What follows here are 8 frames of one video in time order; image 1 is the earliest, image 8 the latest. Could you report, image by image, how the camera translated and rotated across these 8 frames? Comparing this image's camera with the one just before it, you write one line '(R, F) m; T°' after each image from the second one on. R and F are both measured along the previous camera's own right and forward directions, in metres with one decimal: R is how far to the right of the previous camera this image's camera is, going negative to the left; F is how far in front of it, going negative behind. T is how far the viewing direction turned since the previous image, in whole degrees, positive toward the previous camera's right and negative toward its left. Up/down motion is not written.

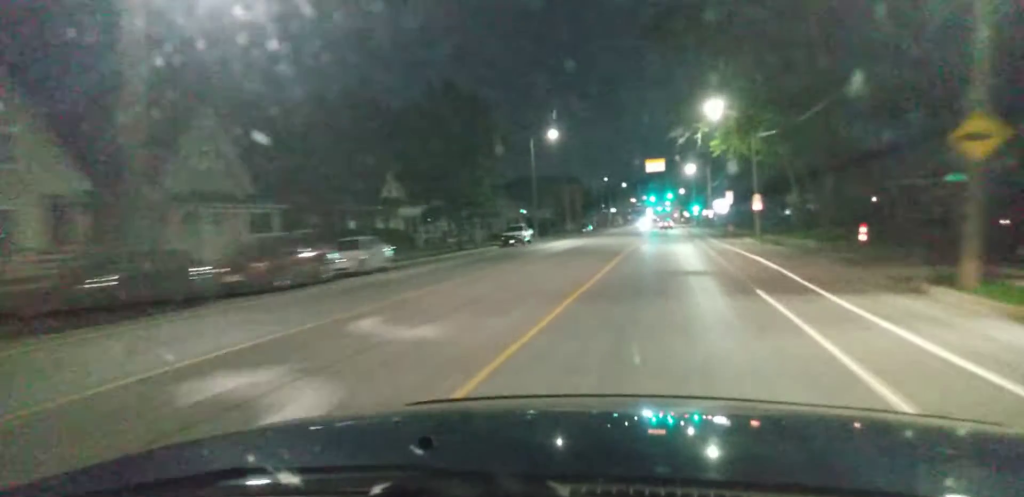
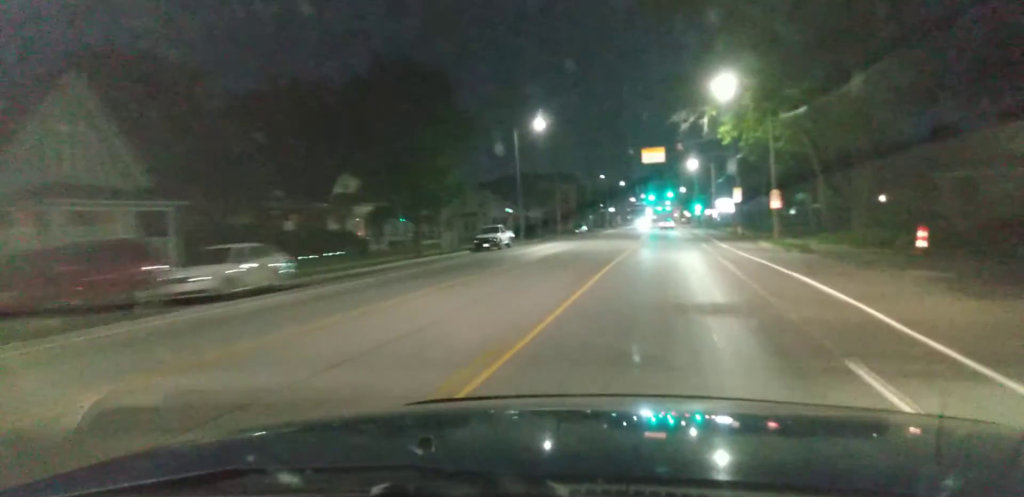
(0.0, +8.5) m; 0°
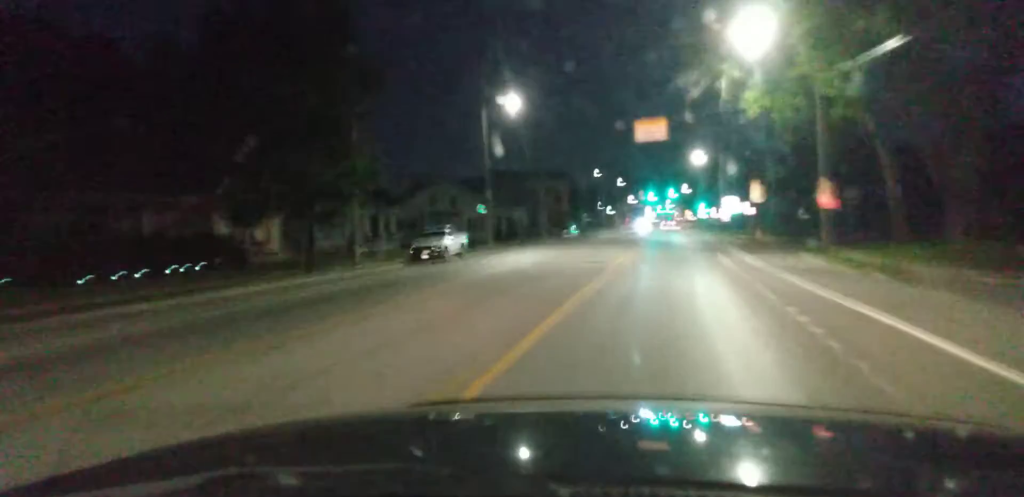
(-0.1, +13.7) m; 0°
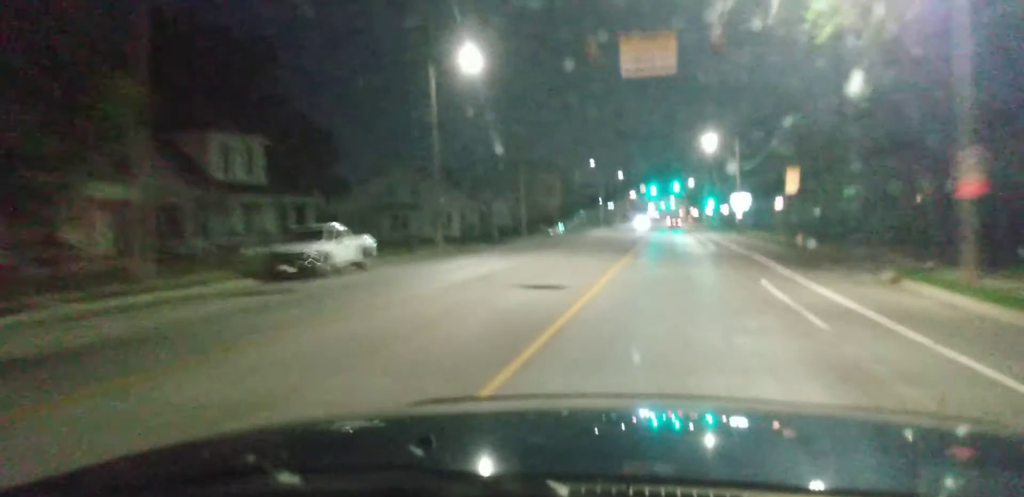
(0.0, +13.5) m; 0°
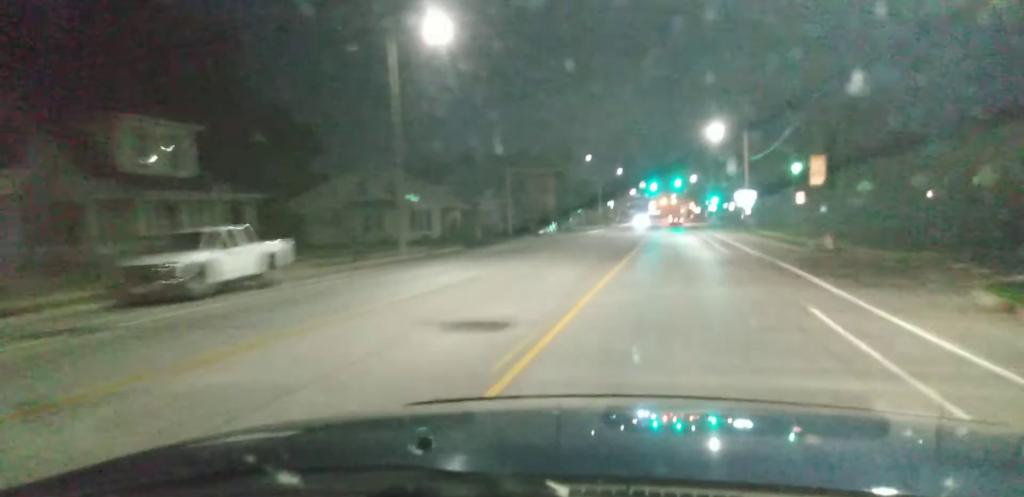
(0.0, +6.7) m; 0°
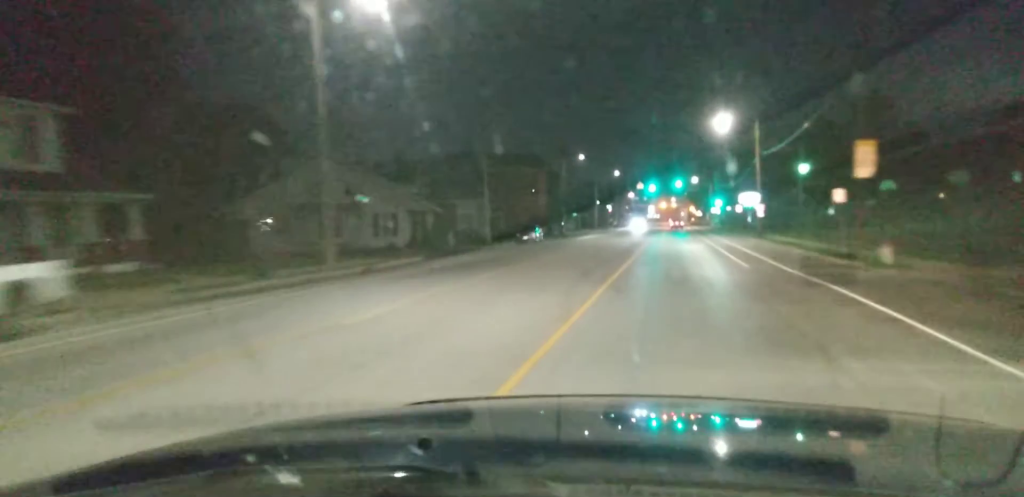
(0.0, +9.6) m; 0°
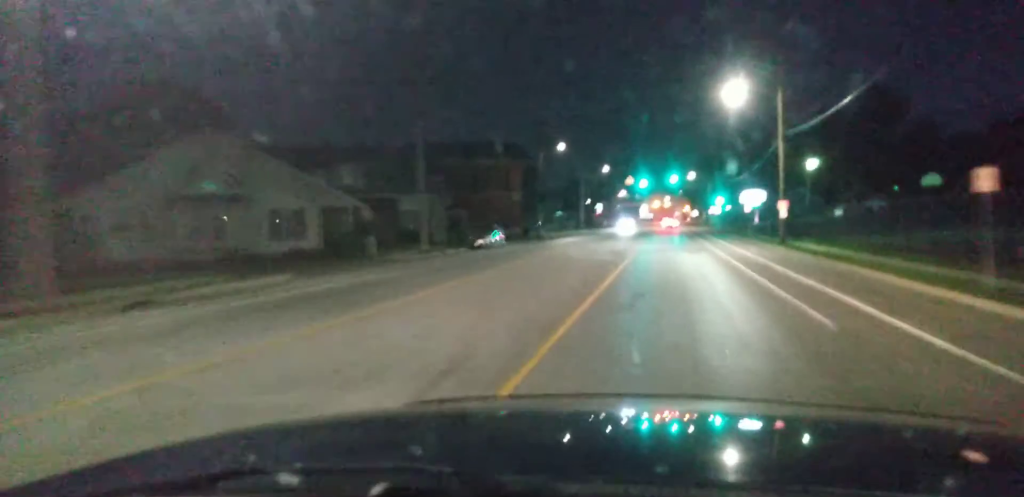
(0.0, +13.3) m; +1°
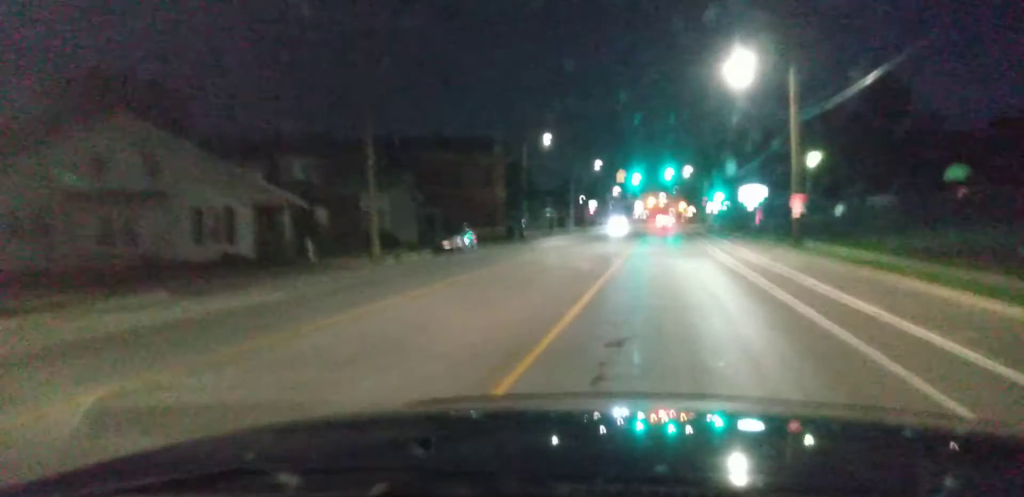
(0.0, +5.8) m; +1°
